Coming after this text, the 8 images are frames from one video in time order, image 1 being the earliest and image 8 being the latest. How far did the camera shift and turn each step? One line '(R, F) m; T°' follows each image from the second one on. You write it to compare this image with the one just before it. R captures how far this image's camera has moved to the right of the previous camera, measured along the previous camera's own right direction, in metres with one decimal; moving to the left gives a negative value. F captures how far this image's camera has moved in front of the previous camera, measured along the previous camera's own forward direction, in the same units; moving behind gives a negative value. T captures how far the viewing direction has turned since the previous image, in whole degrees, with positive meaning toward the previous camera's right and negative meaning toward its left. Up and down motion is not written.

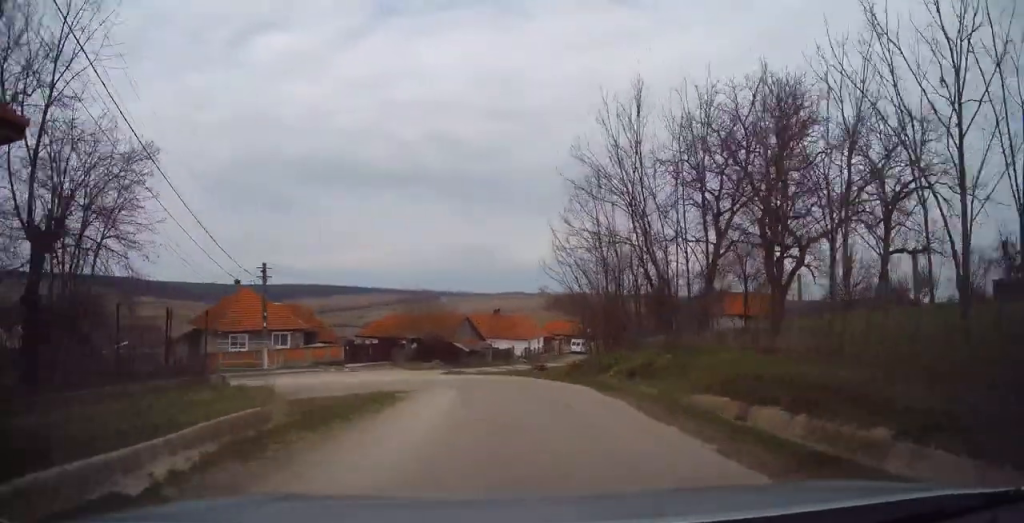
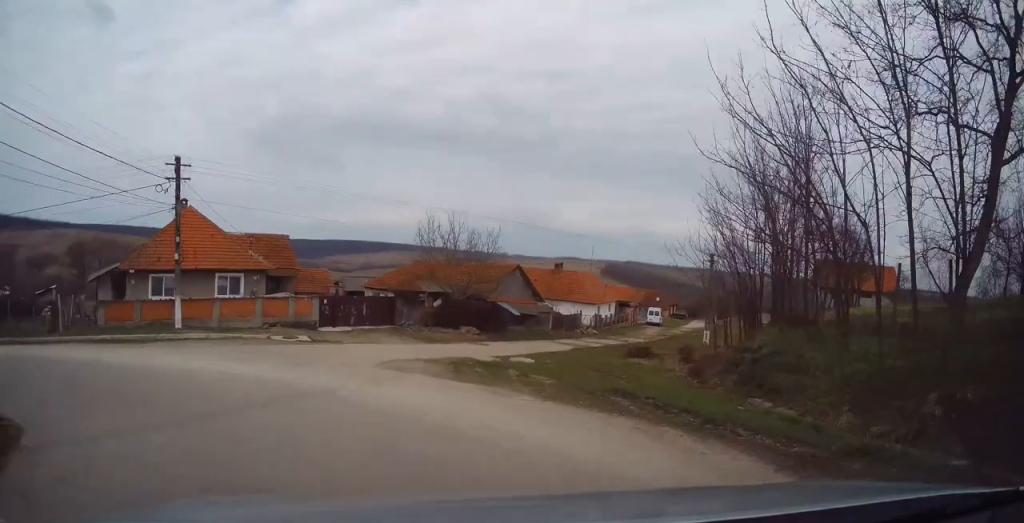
(-0.1, +17.9) m; -8°
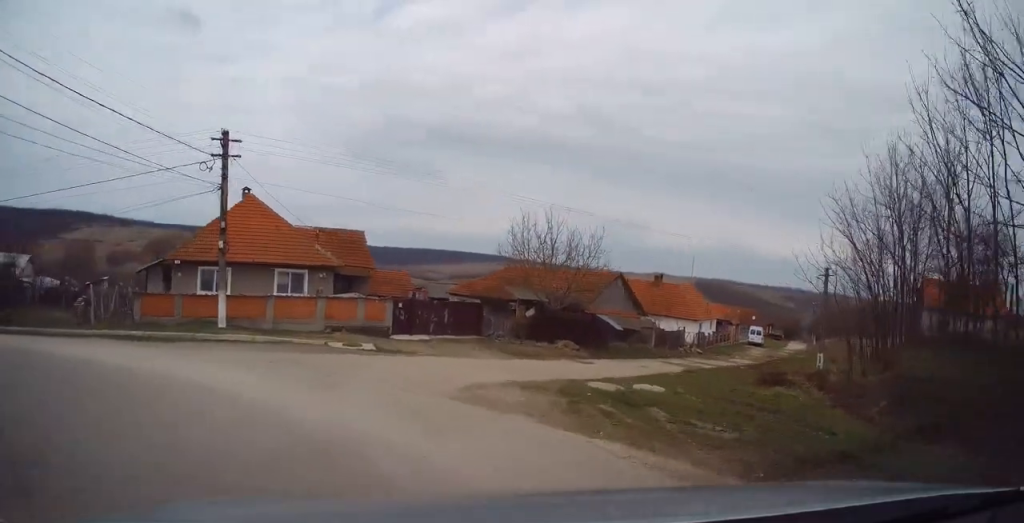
(-0.4, +4.9) m; -10°
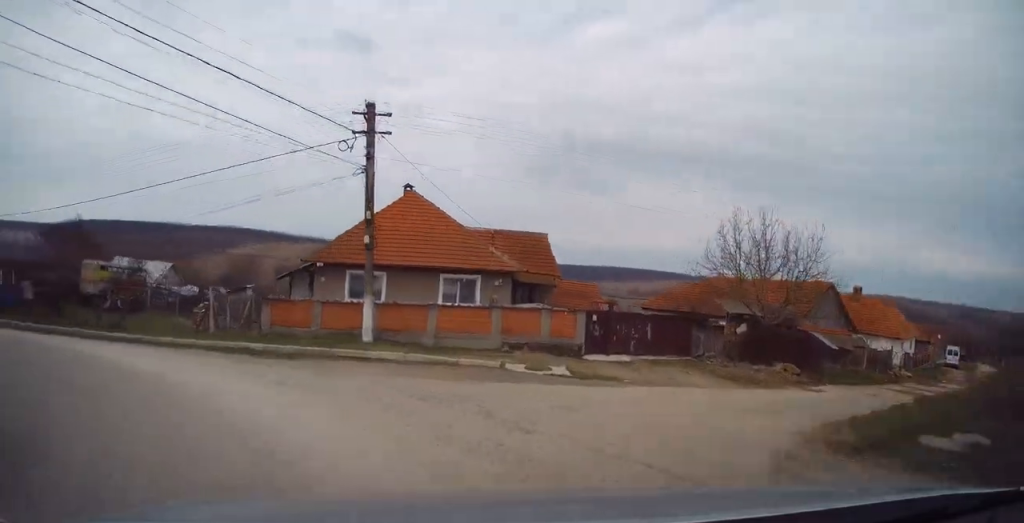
(-0.7, +5.8) m; -20°
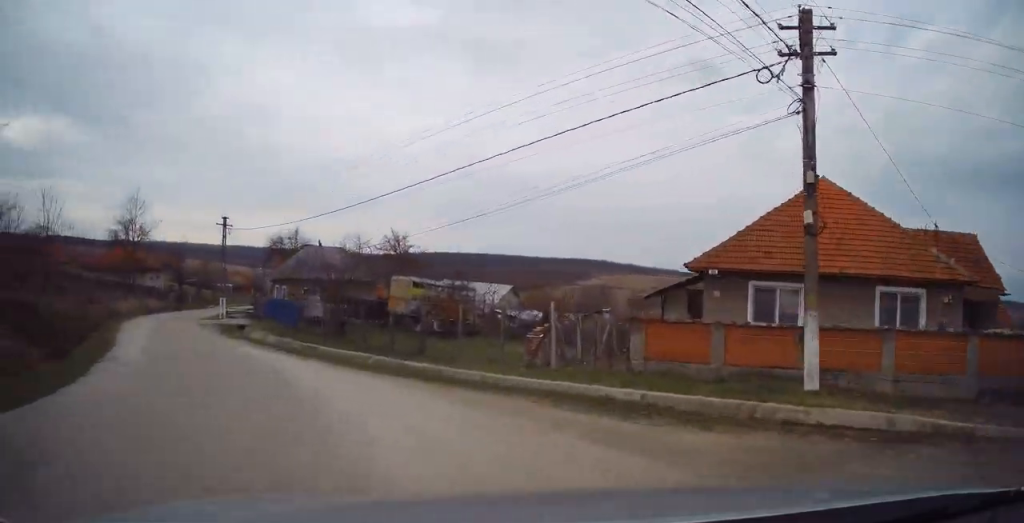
(-2.7, +7.3) m; -38°
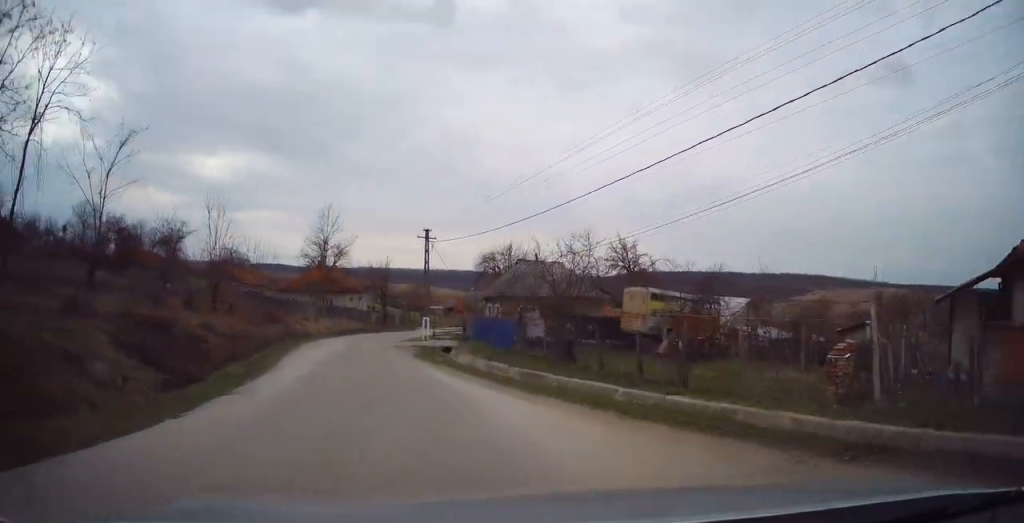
(-0.8, +4.8) m; -16°
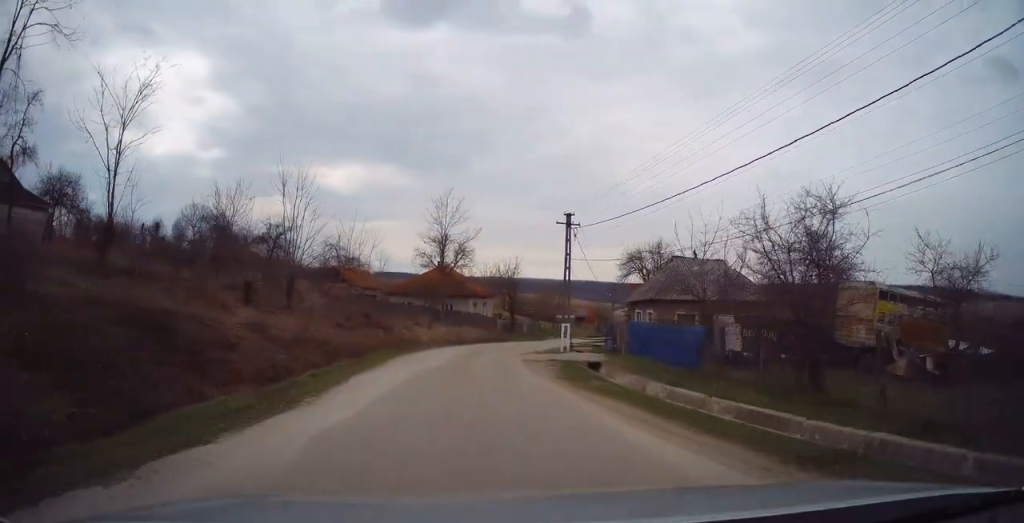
(-1.1, +7.3) m; -13°
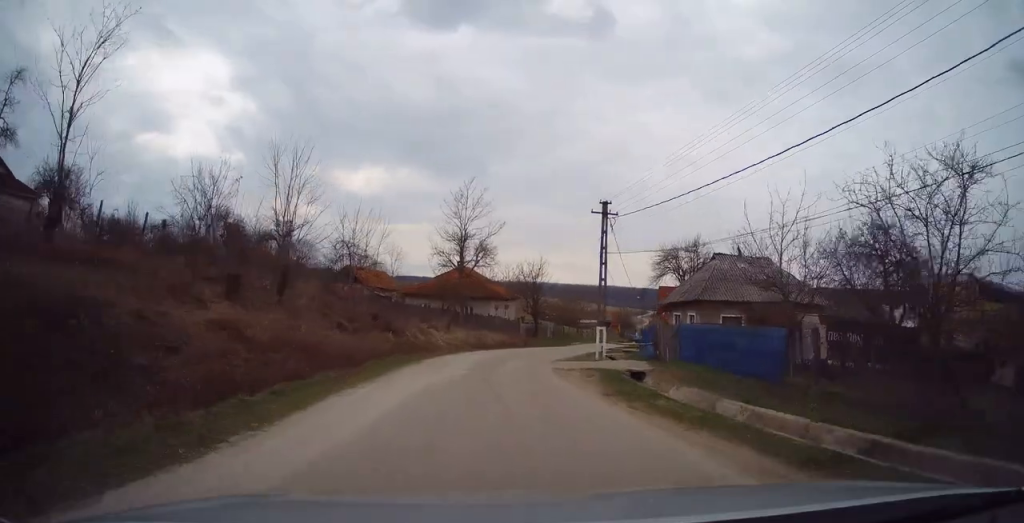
(-0.2, +3.4) m; -3°
